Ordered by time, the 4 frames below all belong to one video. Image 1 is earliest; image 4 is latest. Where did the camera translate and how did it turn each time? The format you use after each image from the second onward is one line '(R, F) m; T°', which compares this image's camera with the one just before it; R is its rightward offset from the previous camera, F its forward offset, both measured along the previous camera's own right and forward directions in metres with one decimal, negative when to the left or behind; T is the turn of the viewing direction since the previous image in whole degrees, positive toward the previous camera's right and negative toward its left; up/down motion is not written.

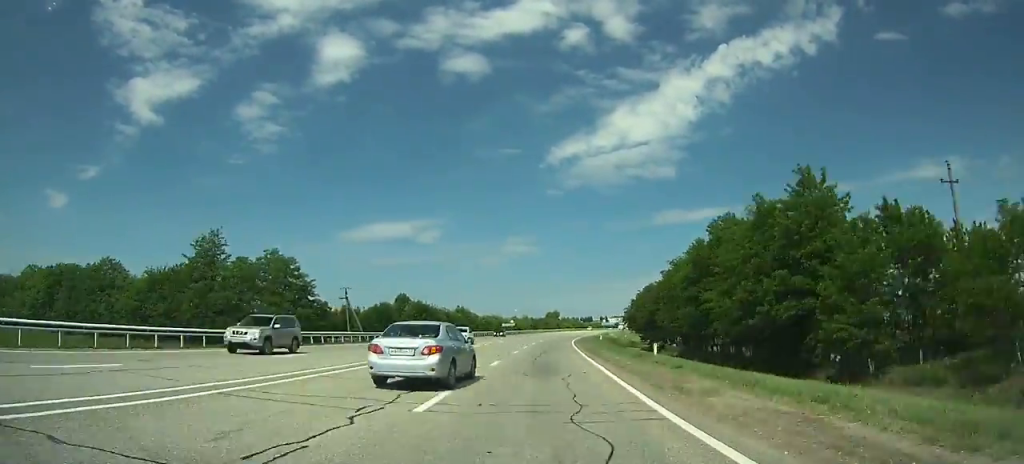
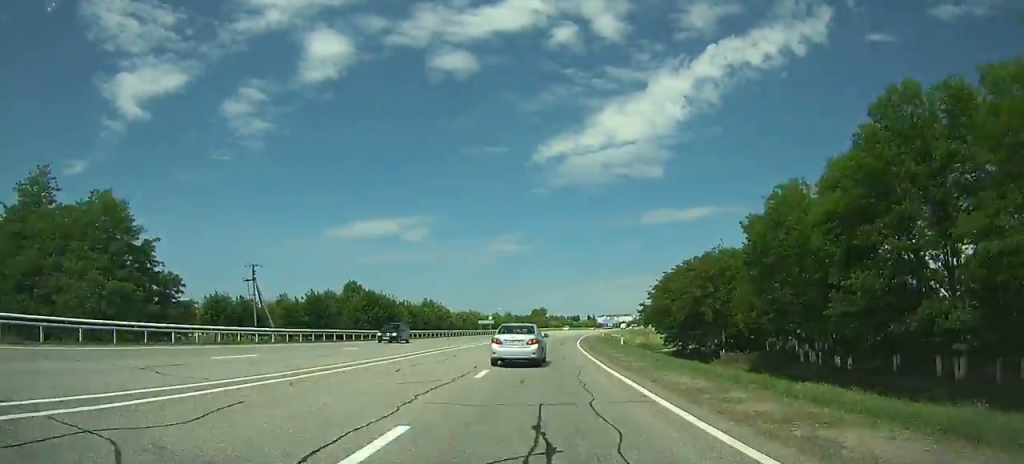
(-0.4, +28.1) m; +1°
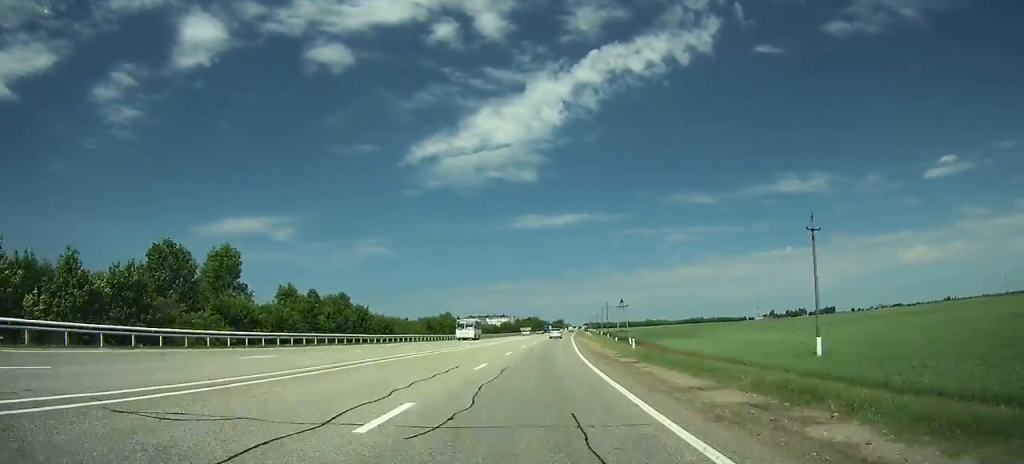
(+22.2, +195.7) m; +12°
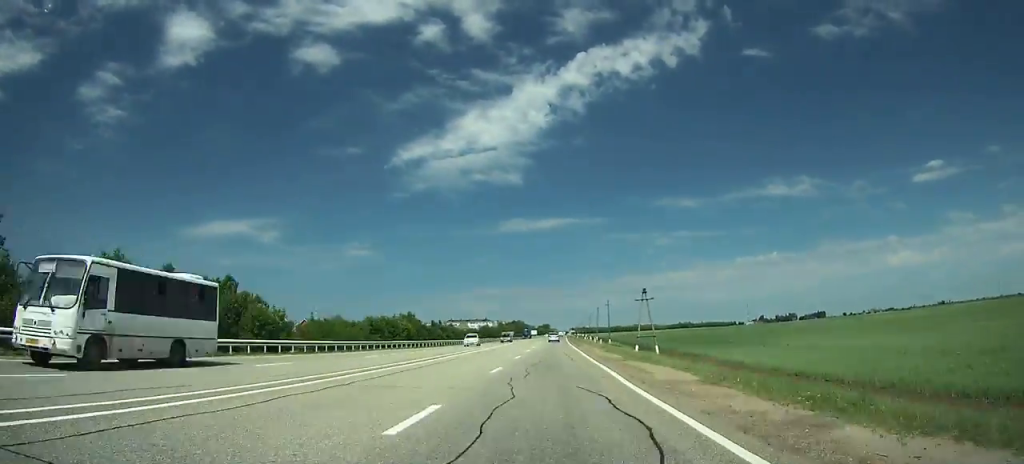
(+0.8, +34.6) m; +1°
